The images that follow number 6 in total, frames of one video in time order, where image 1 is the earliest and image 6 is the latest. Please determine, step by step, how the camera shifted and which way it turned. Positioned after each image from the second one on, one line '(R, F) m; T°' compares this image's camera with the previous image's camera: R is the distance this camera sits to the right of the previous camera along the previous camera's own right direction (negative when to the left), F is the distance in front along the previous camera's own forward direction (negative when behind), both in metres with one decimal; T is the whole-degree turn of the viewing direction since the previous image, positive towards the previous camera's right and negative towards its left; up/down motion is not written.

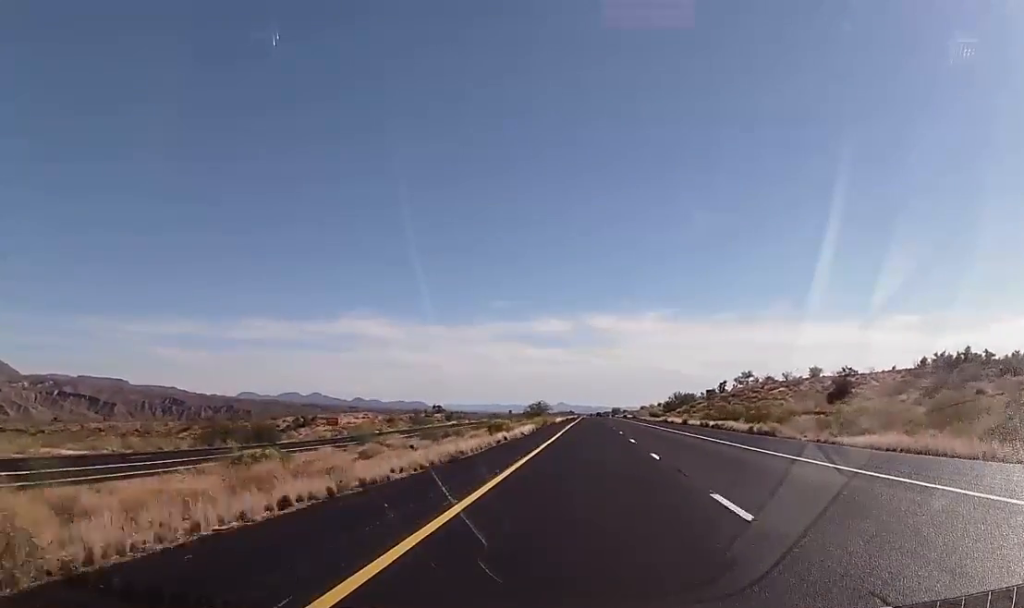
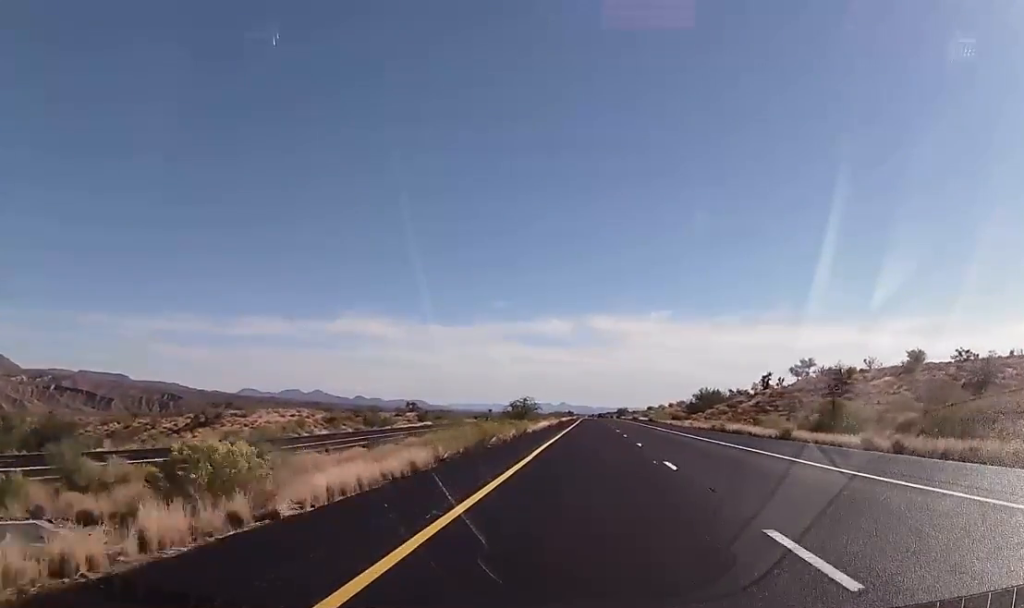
(-0.1, +37.6) m; 0°
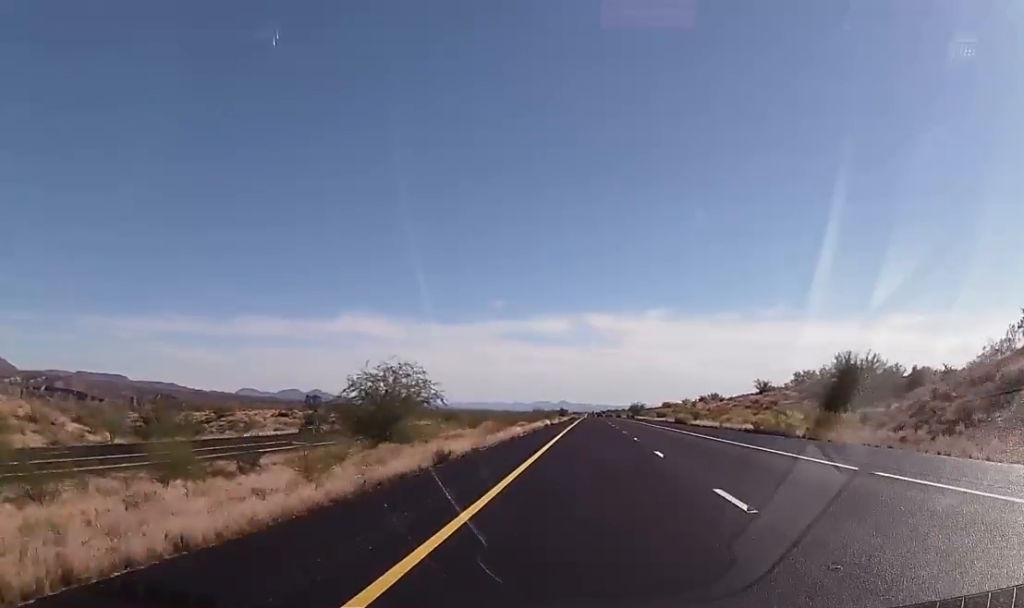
(+0.2, +68.8) m; 0°
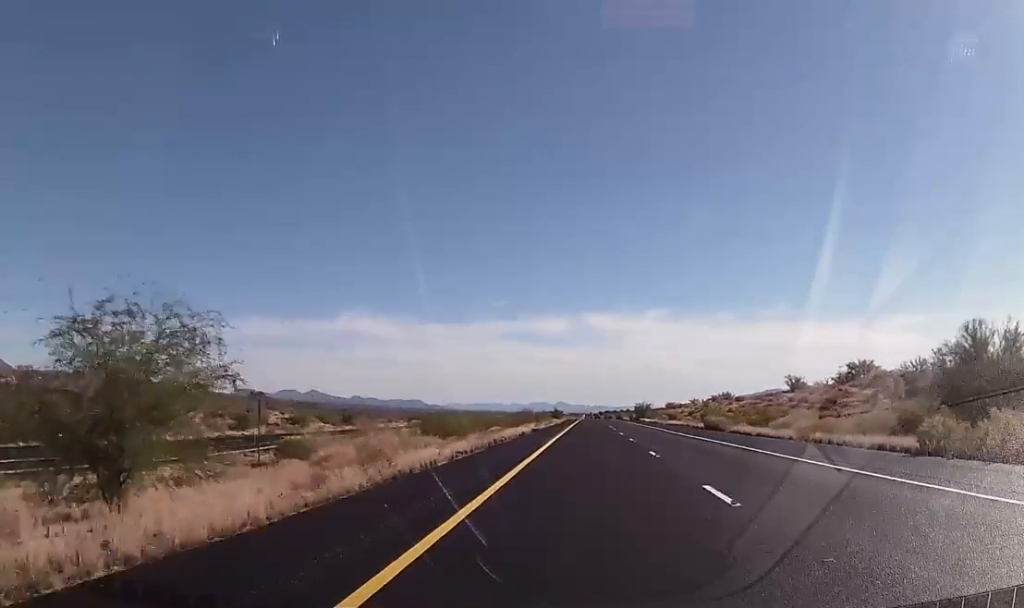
(0.0, +18.8) m; 0°
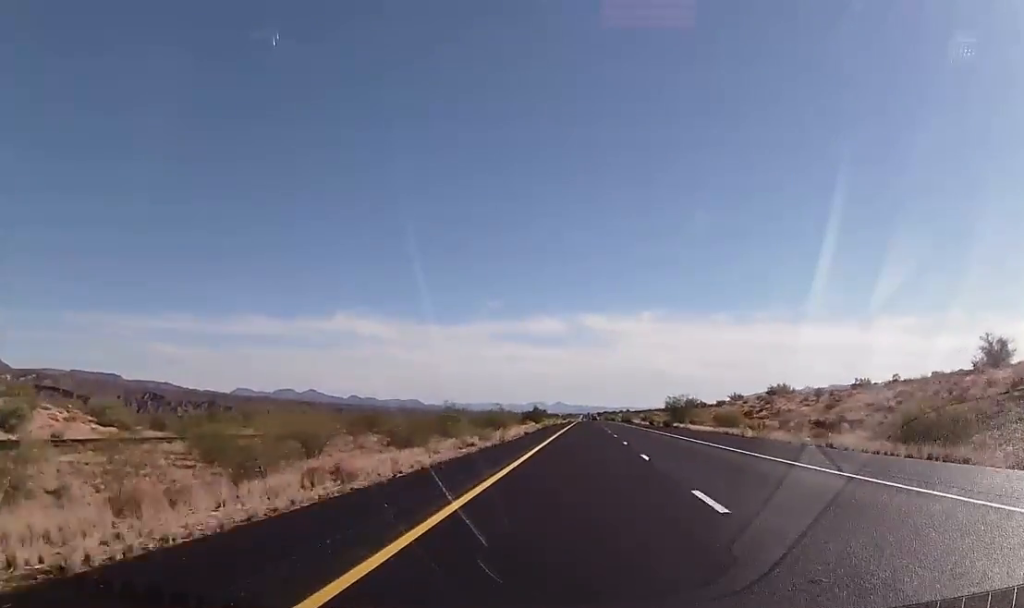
(0.0, +54.8) m; 0°
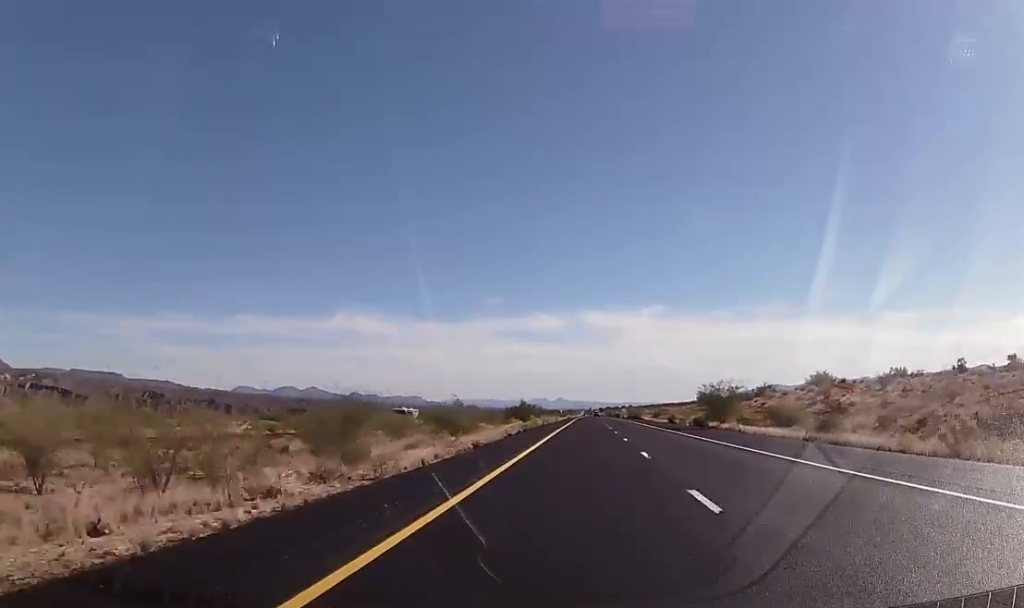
(0.0, +22.9) m; 0°
